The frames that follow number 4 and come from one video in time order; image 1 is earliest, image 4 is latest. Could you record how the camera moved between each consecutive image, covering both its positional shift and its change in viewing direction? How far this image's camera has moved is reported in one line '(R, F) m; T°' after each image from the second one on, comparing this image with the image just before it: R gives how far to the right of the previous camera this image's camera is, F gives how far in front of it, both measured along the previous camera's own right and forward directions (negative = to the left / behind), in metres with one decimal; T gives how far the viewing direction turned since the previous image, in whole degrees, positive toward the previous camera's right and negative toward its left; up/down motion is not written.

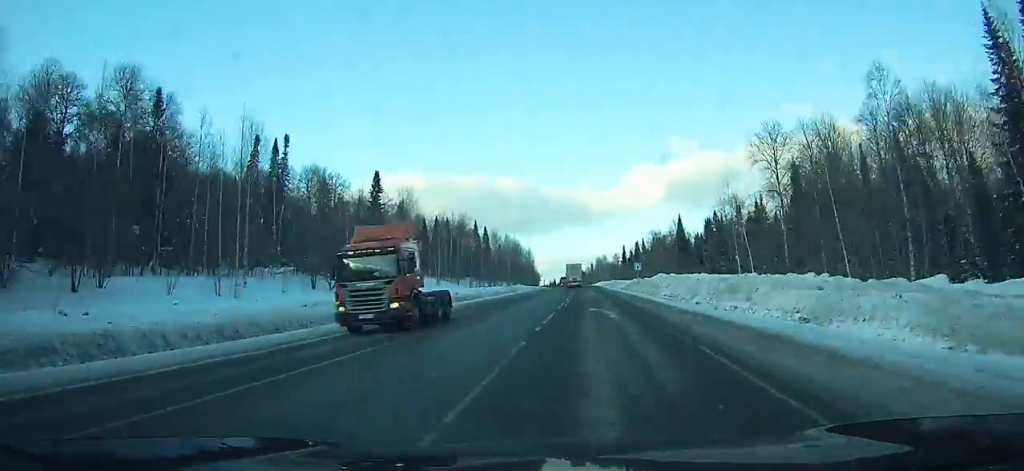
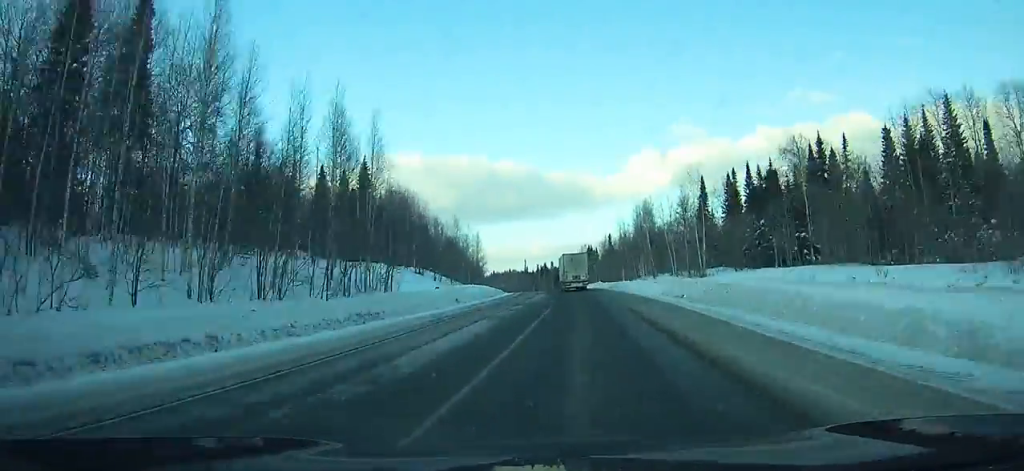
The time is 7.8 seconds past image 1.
(-1.8, +170.6) m; -1°
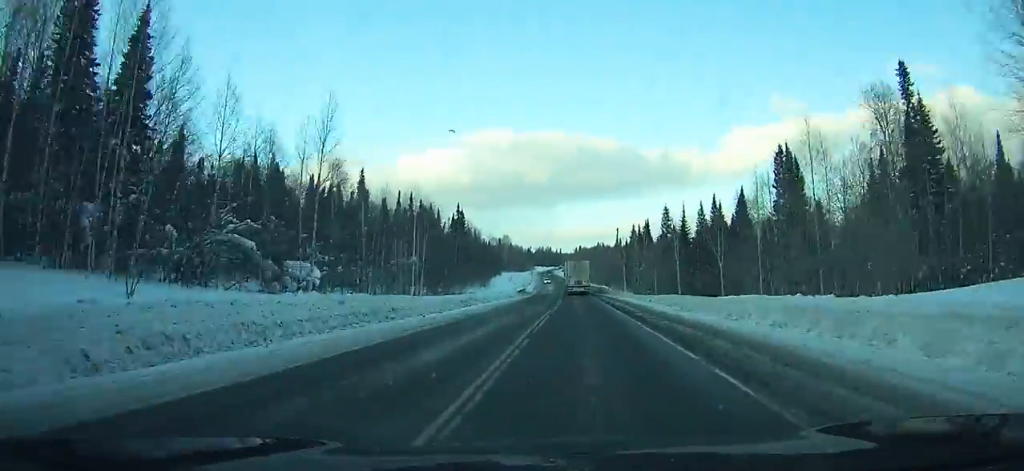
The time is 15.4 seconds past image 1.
(-6.1, +152.1) m; -7°
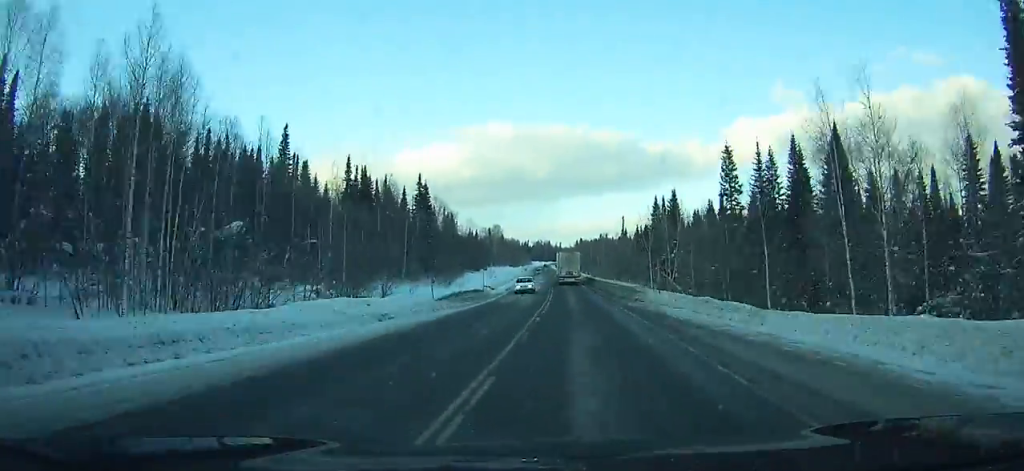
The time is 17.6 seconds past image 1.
(-1.3, +46.6) m; -2°
